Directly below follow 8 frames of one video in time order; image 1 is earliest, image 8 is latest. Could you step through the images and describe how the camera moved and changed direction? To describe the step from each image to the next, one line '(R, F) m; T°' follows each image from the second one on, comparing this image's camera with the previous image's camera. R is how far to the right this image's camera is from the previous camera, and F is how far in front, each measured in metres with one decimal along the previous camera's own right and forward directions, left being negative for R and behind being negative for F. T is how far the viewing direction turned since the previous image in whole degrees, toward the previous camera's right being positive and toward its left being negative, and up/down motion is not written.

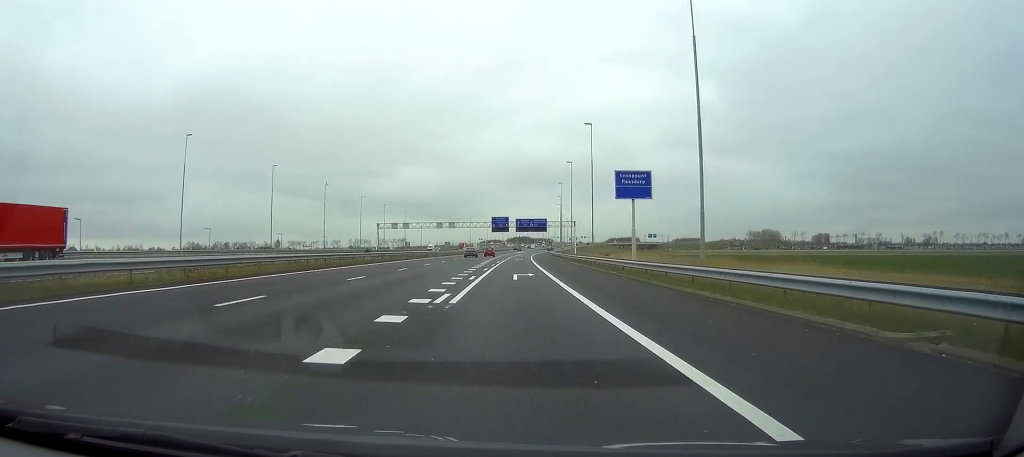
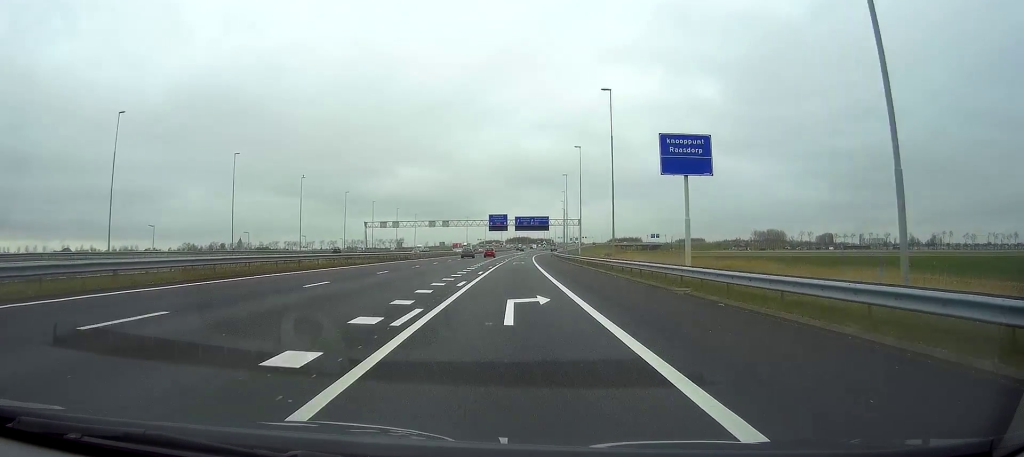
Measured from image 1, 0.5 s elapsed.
(0.0, +17.2) m; 0°
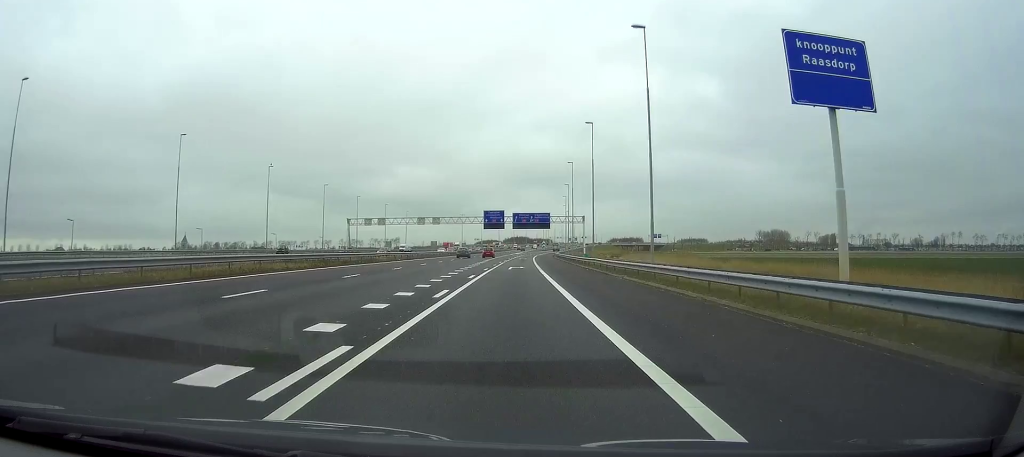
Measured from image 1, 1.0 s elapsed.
(0.0, +17.1) m; 0°
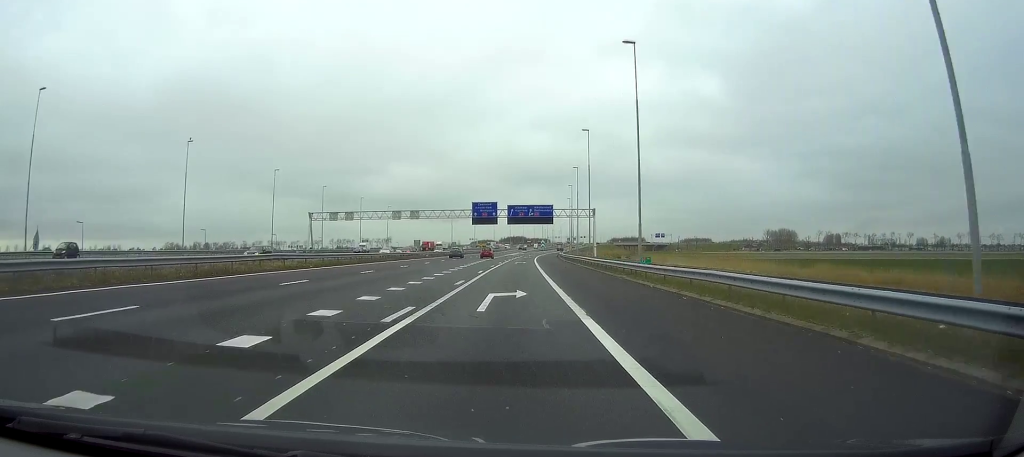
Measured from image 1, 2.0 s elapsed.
(+0.2, +29.8) m; 0°
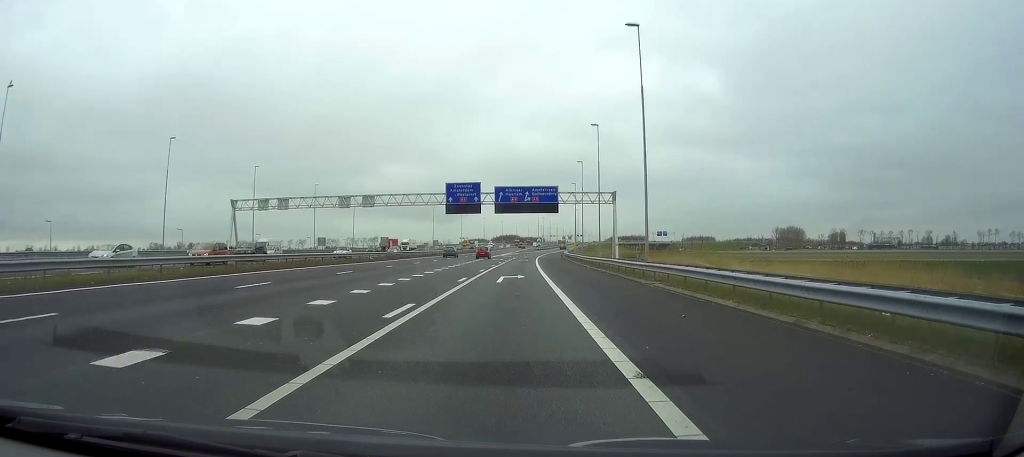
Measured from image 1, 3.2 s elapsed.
(0.0, +38.0) m; 0°
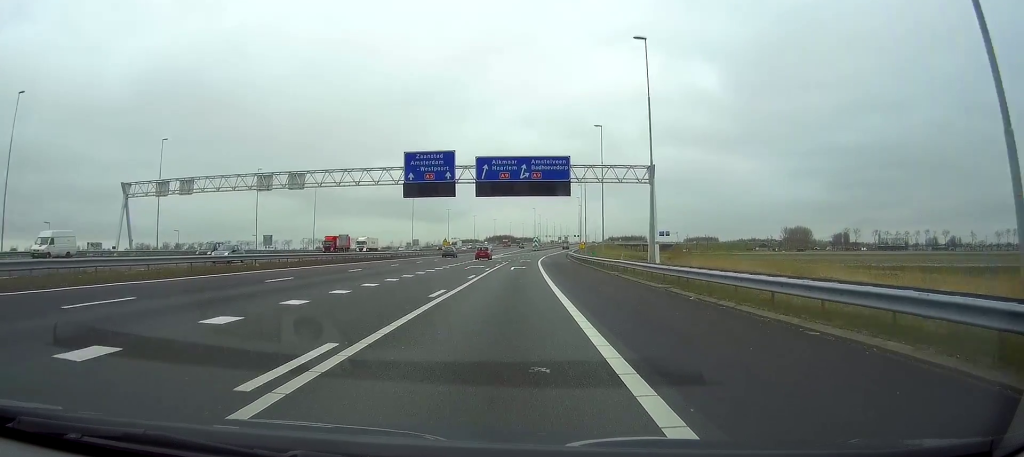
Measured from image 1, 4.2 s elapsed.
(+0.2, +32.4) m; +1°
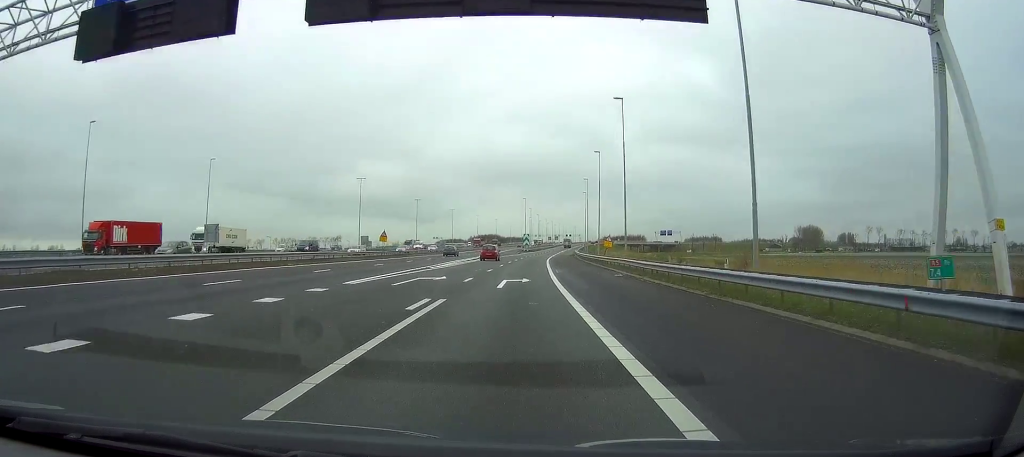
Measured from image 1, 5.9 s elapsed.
(+0.4, +52.5) m; +1°
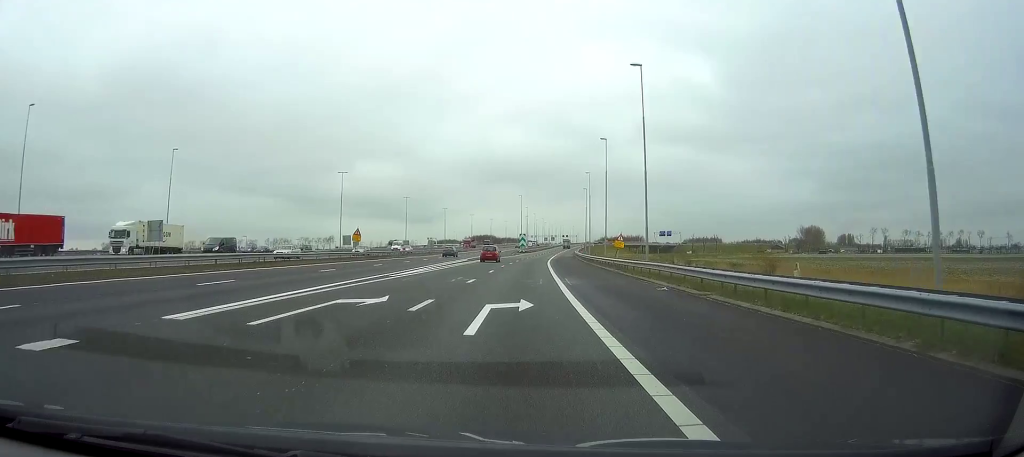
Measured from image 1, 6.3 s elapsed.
(0.0, +11.9) m; 0°
